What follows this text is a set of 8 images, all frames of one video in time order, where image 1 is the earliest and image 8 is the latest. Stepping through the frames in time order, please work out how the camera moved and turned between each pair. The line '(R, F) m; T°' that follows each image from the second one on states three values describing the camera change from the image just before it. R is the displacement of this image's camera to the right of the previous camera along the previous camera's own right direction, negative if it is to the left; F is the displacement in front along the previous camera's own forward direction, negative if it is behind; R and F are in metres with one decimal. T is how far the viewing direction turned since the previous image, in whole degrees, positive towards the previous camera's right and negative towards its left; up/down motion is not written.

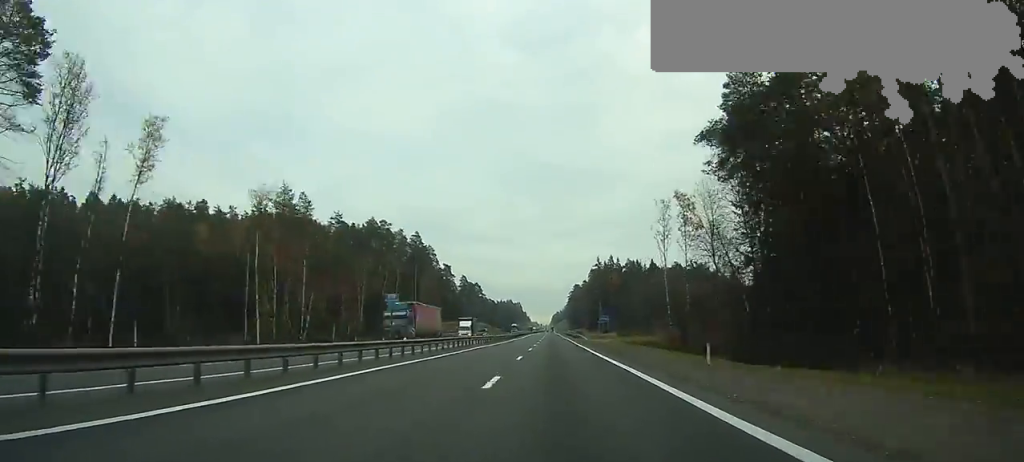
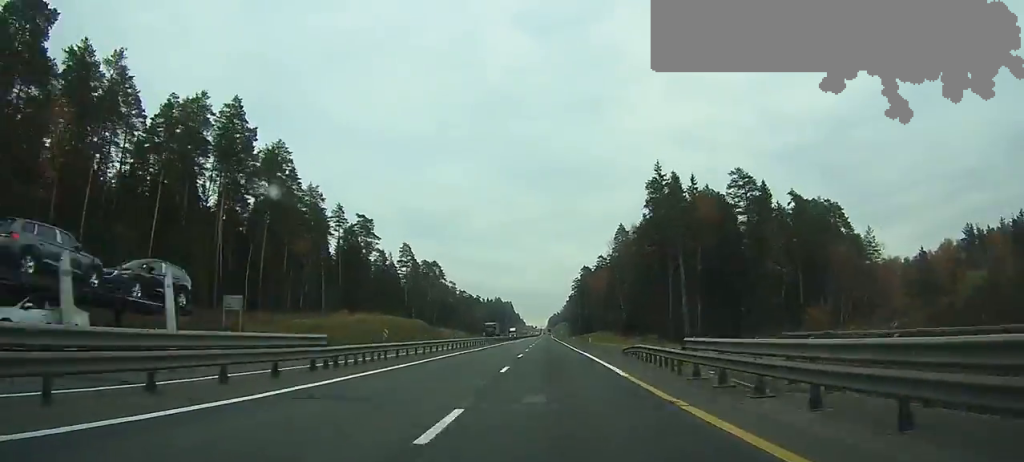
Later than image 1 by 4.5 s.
(+0.3, +135.0) m; 0°
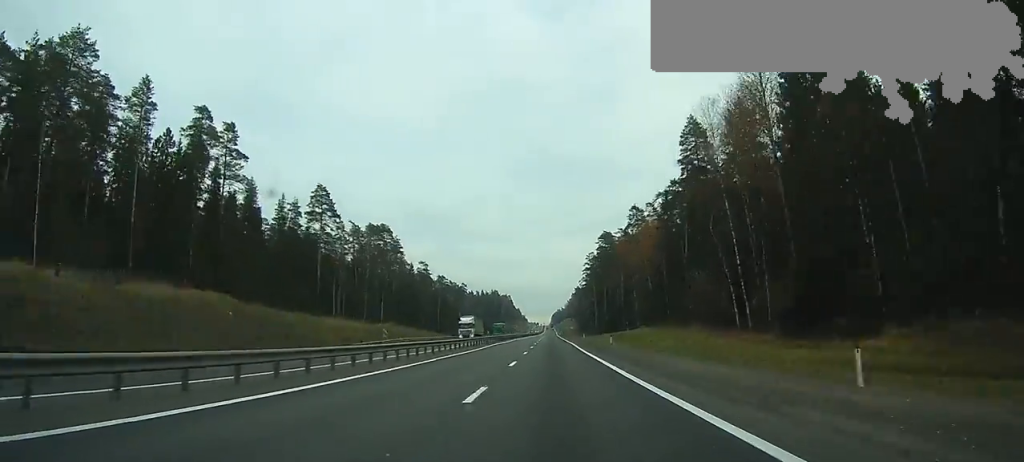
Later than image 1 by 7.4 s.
(-0.2, +80.8) m; 0°
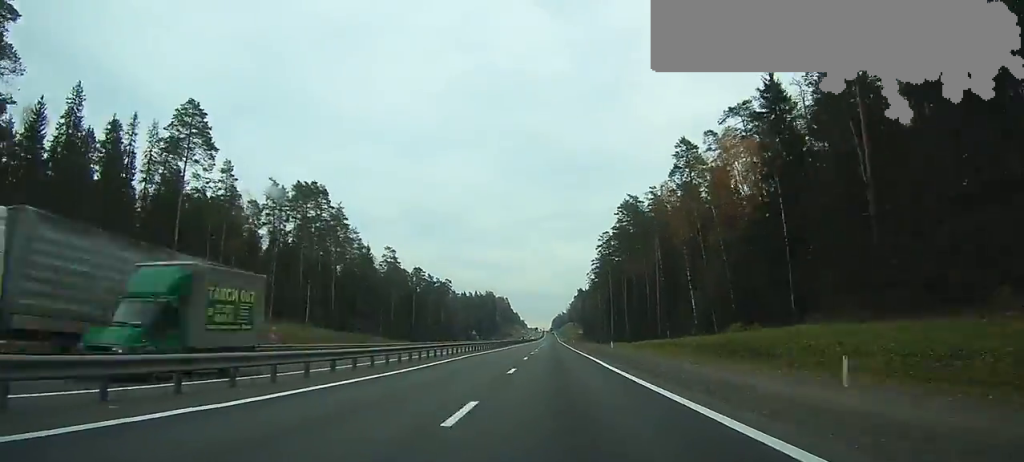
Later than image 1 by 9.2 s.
(0.0, +49.1) m; 0°
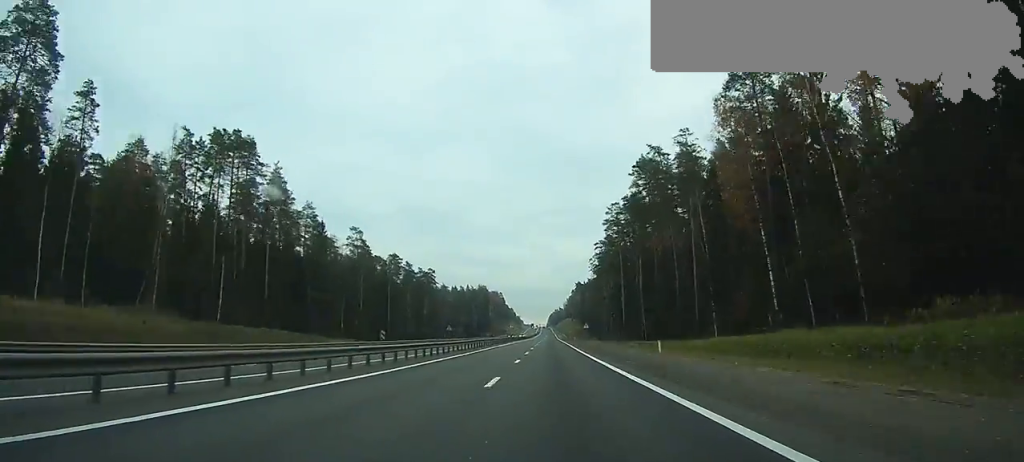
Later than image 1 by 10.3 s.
(0.0, +28.5) m; 0°
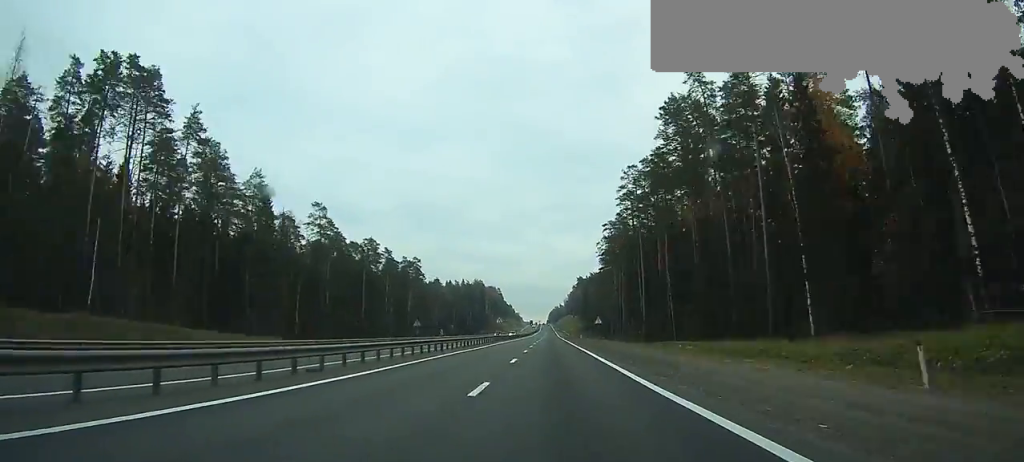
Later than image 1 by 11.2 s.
(0.0, +24.3) m; 0°
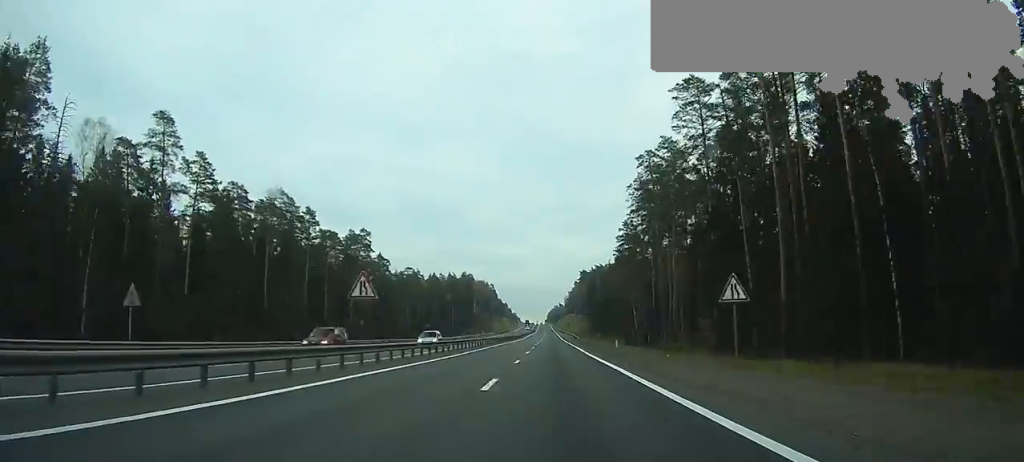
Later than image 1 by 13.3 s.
(+0.1, +52.4) m; 0°
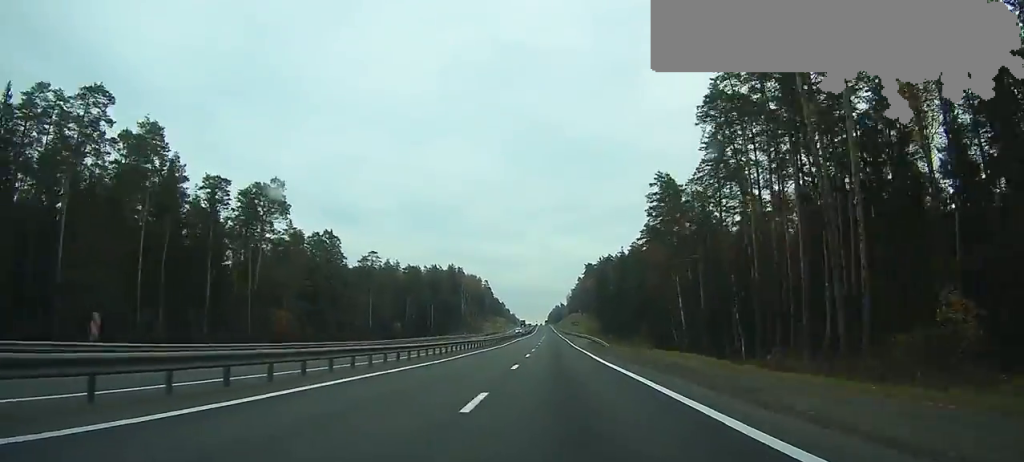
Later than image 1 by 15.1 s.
(+0.1, +44.7) m; 0°
